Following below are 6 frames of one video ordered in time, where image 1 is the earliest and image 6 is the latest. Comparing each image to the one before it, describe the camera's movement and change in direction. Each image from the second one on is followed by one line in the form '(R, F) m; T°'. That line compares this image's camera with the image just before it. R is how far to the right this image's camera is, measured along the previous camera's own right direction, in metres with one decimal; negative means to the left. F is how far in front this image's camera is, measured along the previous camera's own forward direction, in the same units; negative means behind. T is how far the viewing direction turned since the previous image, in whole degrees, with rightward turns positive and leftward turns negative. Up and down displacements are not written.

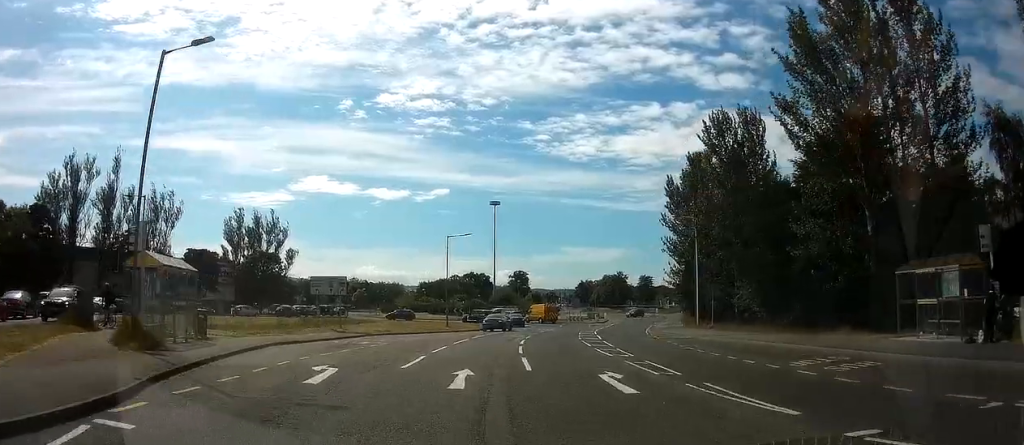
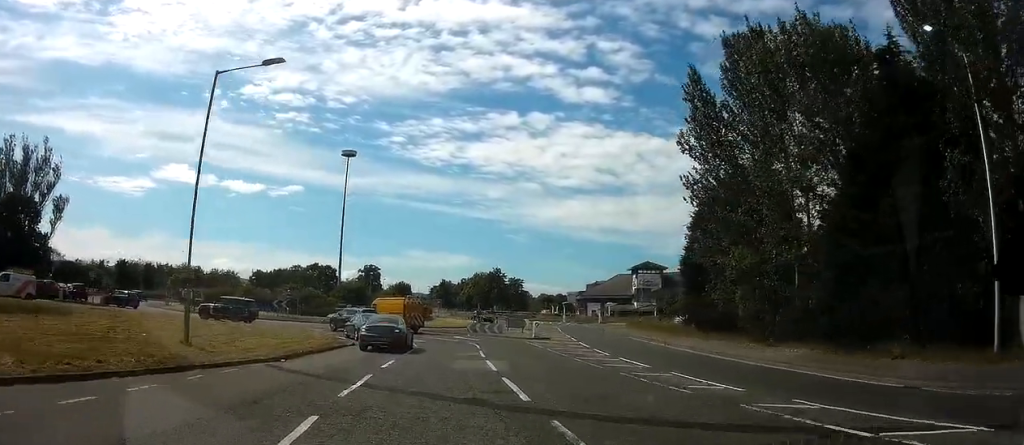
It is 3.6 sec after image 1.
(+2.9, +32.7) m; +12°
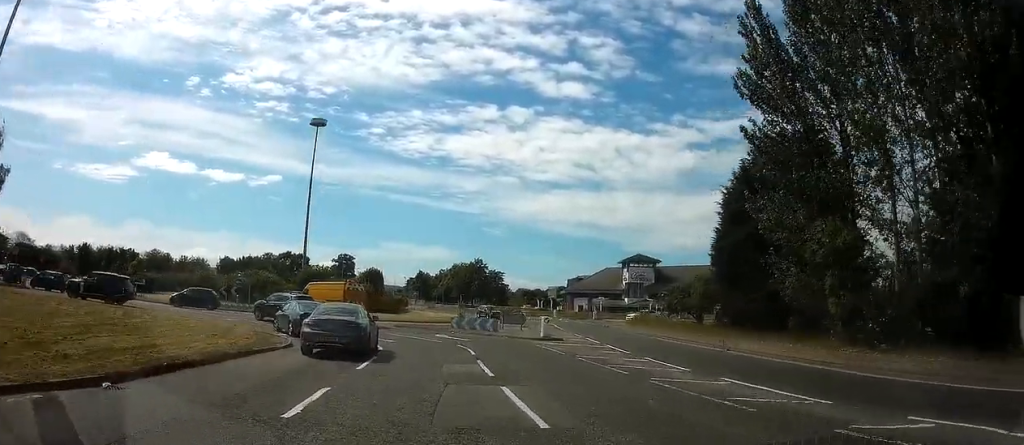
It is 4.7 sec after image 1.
(+0.3, +8.6) m; +6°
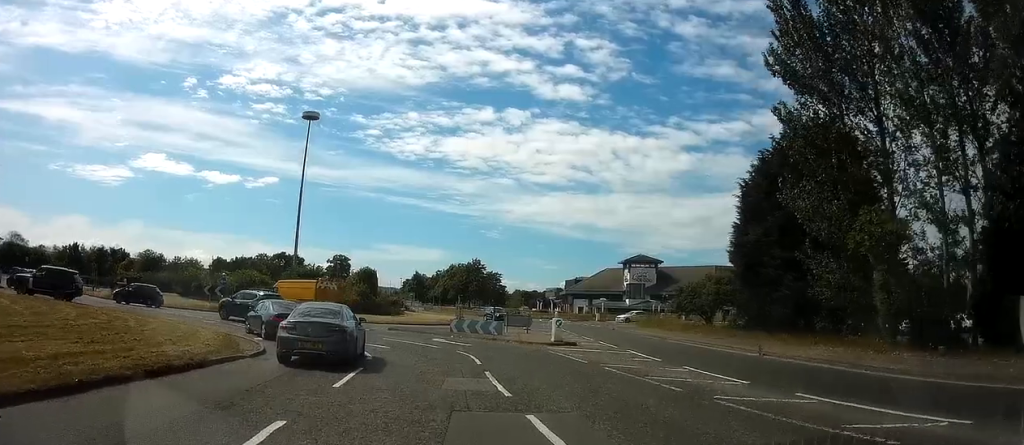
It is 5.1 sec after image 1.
(0.0, +2.9) m; +3°
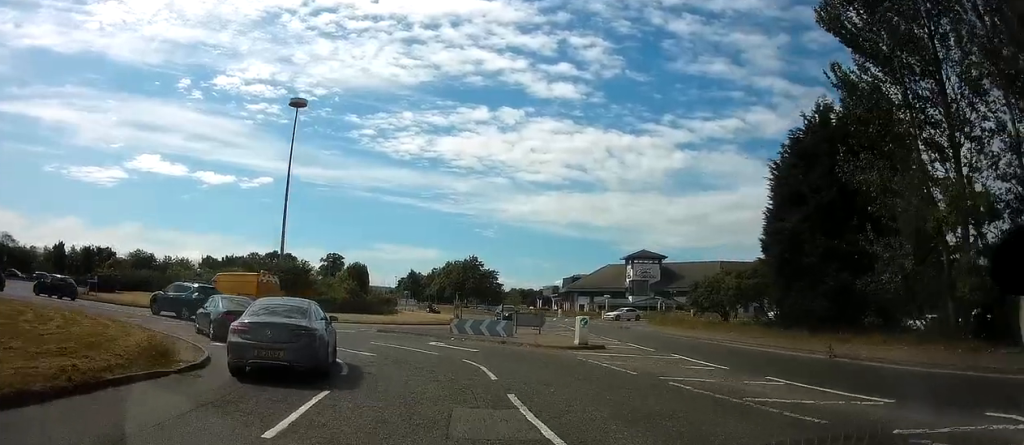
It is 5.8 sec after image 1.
(+0.3, +4.2) m; +5°
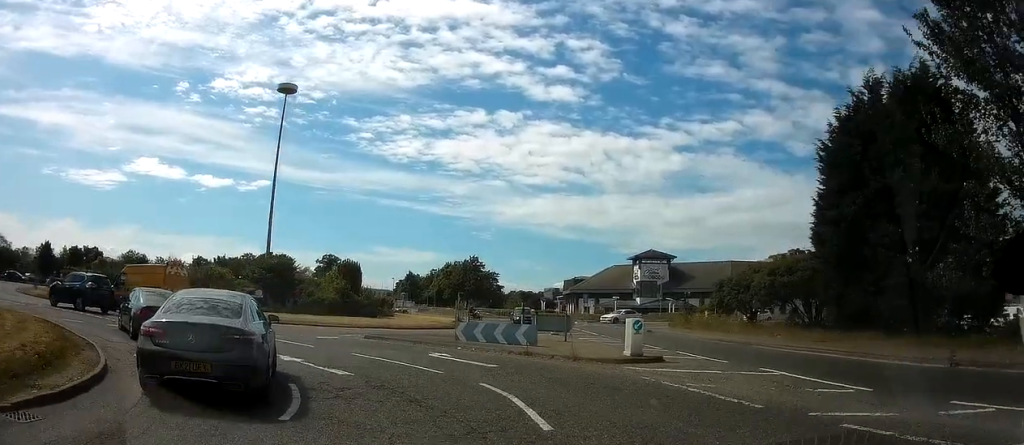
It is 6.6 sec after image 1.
(+0.3, +5.0) m; -1°
